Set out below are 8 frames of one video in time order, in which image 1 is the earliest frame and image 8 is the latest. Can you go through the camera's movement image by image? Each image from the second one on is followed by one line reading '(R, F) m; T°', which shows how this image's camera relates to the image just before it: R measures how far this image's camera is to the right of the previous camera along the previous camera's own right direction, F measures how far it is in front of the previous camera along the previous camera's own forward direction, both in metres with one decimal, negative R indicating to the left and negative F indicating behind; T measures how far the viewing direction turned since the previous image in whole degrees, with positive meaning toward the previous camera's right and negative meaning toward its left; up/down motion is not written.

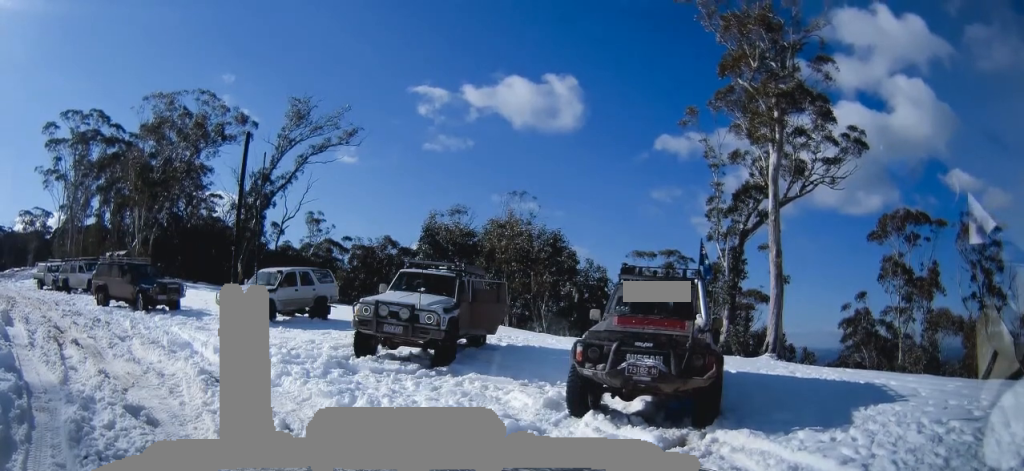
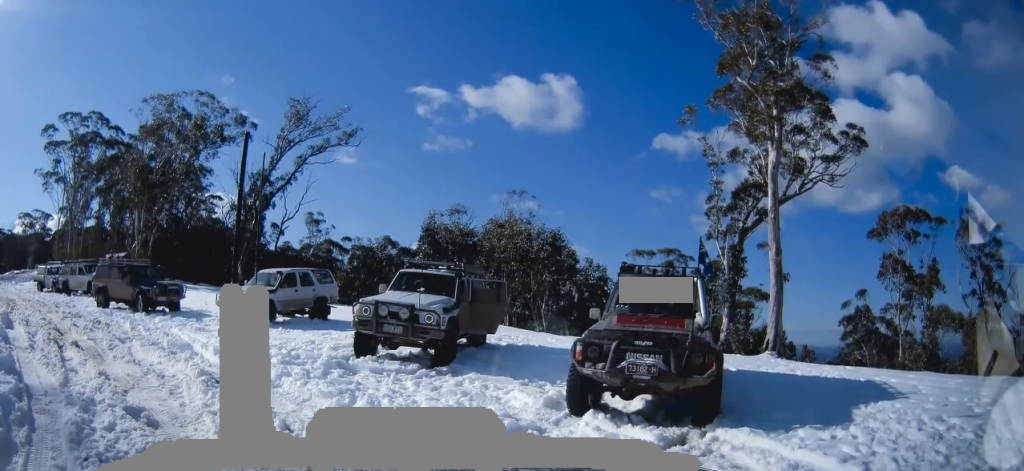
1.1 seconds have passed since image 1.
(0.0, 0.0) m; 0°
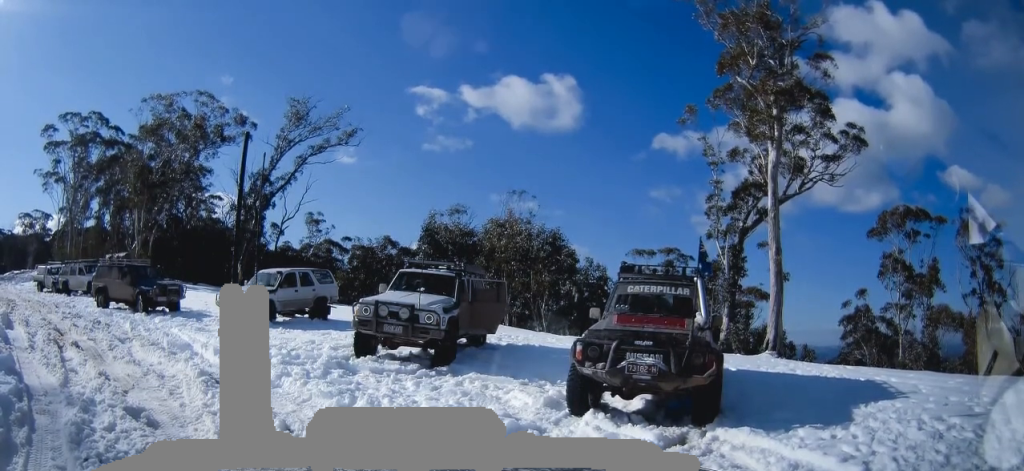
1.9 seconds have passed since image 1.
(0.0, 0.0) m; 0°
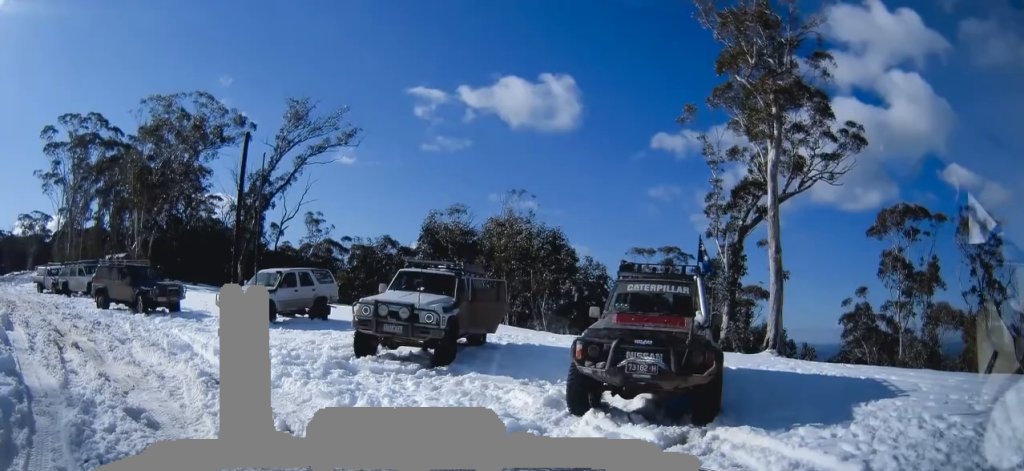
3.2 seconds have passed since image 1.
(0.0, 0.0) m; 0°
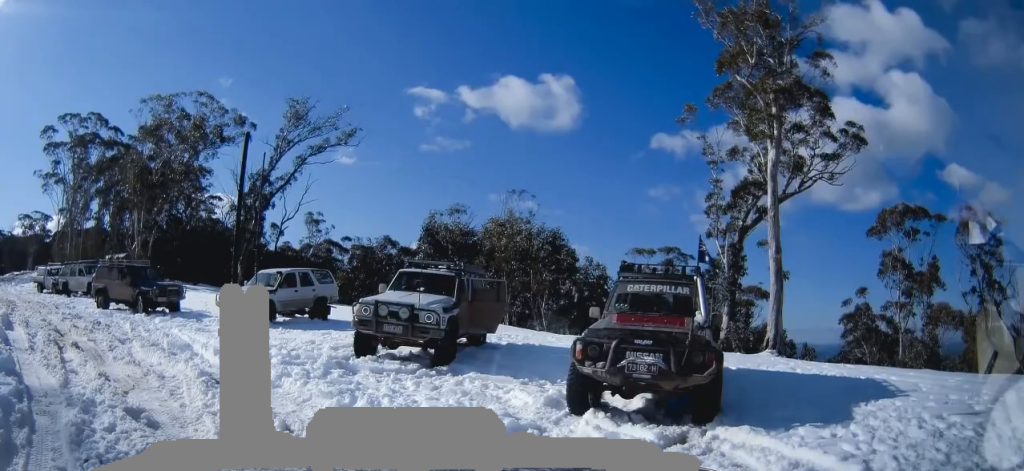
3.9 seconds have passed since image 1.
(0.0, 0.0) m; 0°
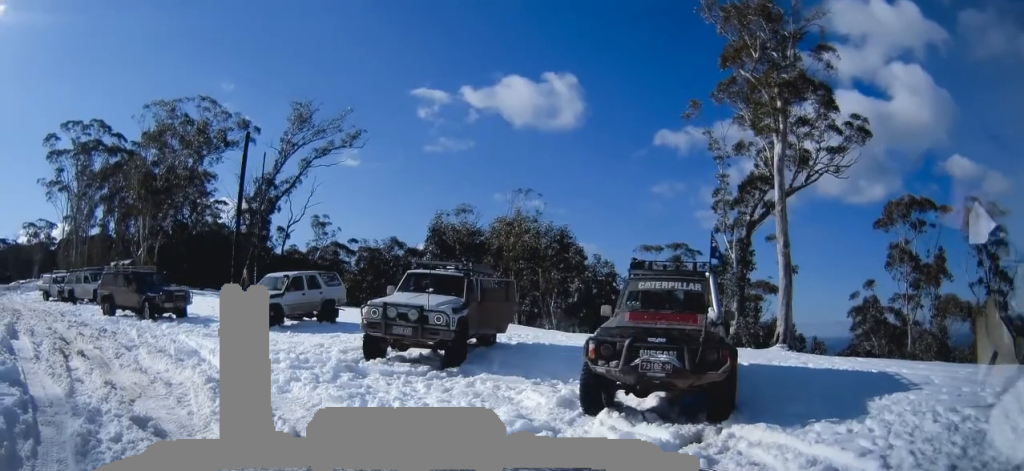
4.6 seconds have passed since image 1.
(-0.3, +0.6) m; 0°
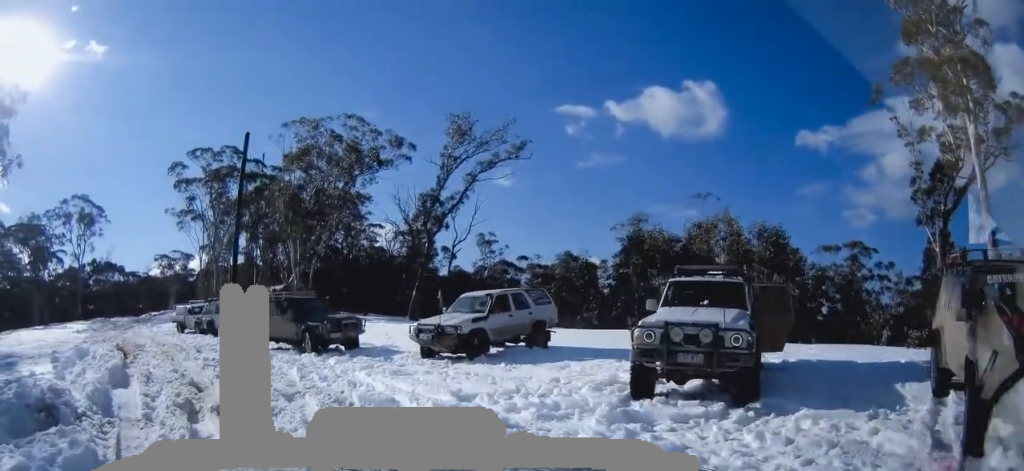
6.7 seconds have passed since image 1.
(-0.3, +3.4) m; +3°
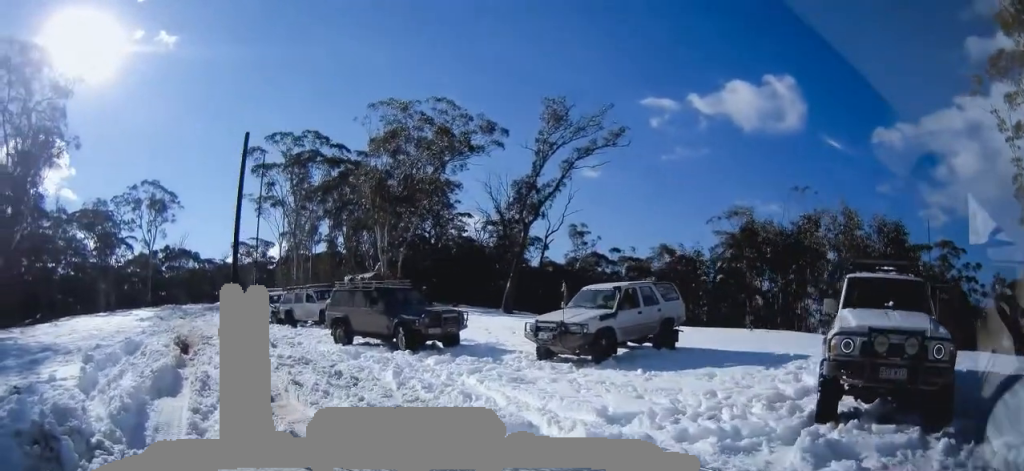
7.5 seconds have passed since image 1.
(0.0, +1.3) m; +1°
